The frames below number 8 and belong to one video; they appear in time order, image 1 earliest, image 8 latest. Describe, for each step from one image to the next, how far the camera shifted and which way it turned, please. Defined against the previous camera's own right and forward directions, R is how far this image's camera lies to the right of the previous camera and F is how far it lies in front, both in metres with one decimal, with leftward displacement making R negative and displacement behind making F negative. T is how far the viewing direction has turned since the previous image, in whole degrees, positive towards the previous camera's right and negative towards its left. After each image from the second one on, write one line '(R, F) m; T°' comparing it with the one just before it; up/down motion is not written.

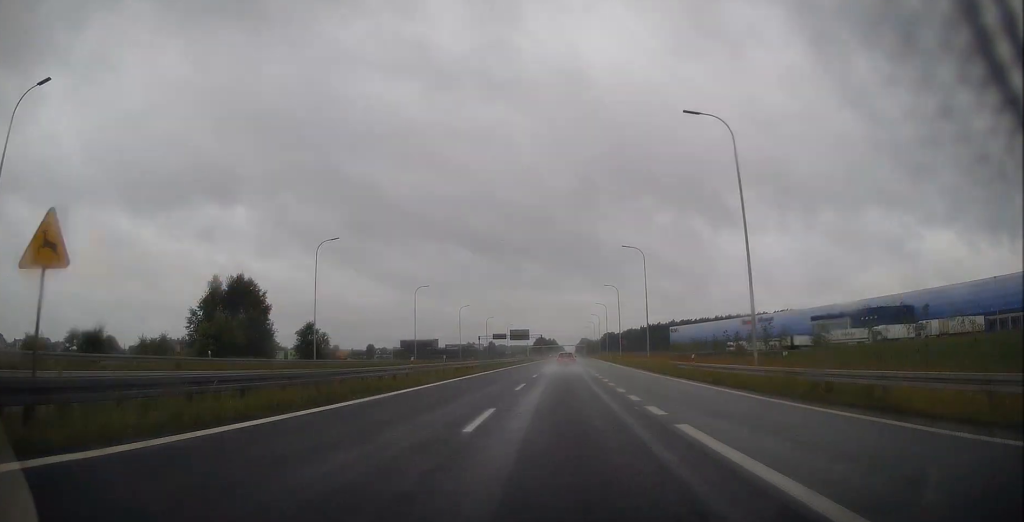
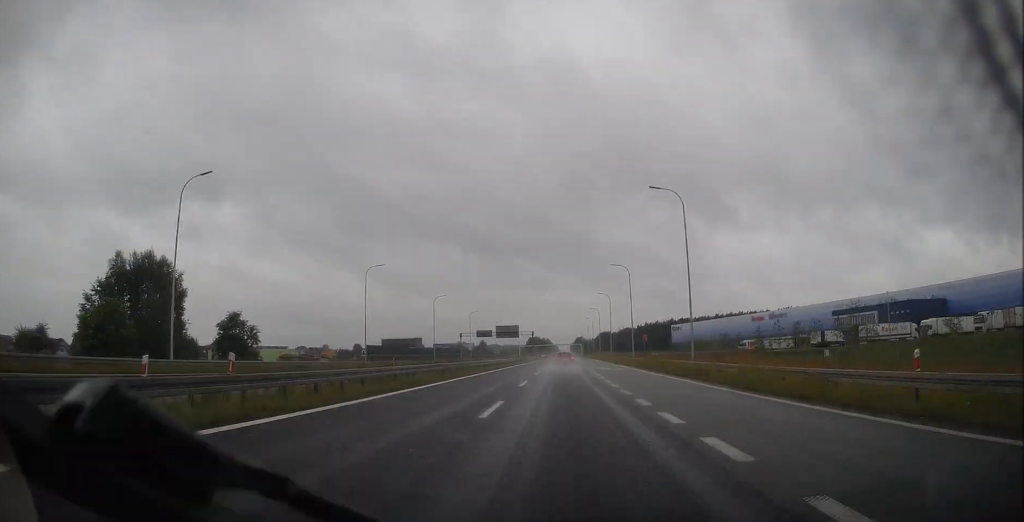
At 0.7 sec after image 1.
(+0.2, +21.9) m; +1°
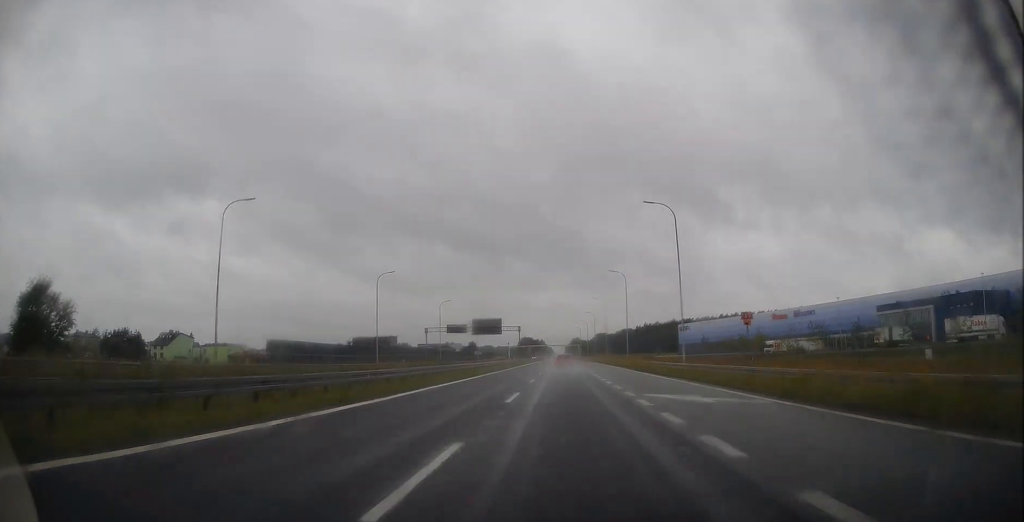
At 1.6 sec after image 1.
(-0.1, +31.8) m; 0°
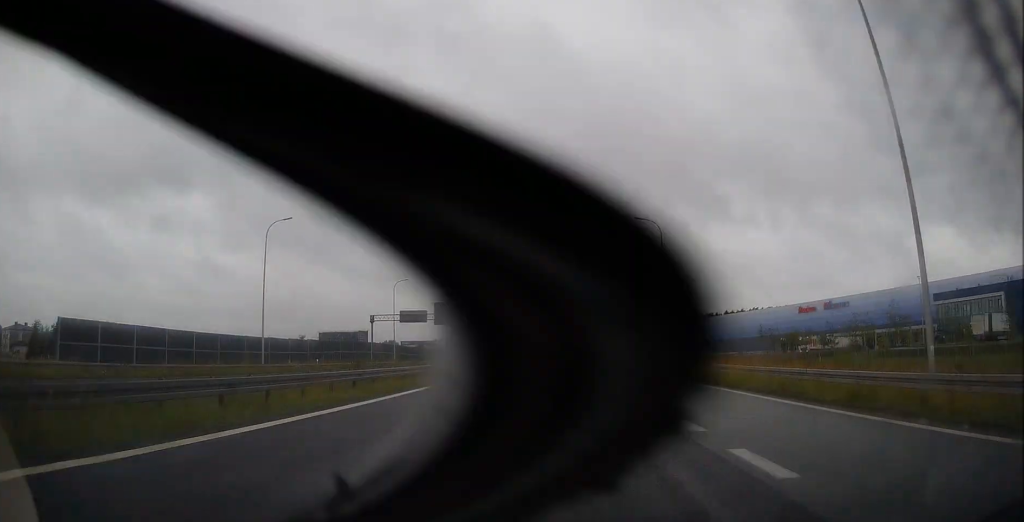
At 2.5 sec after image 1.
(0.0, +29.6) m; +1°
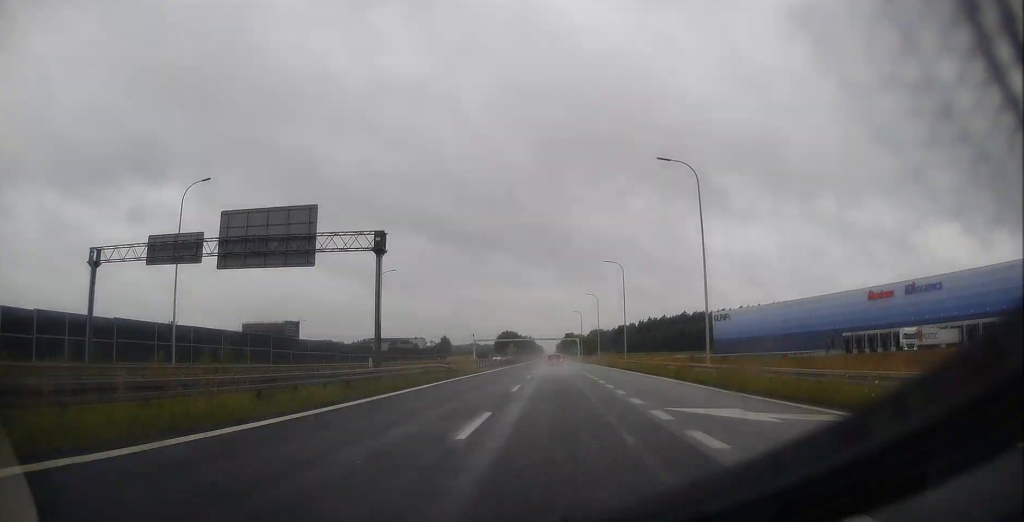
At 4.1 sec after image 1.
(+0.3, +50.3) m; 0°
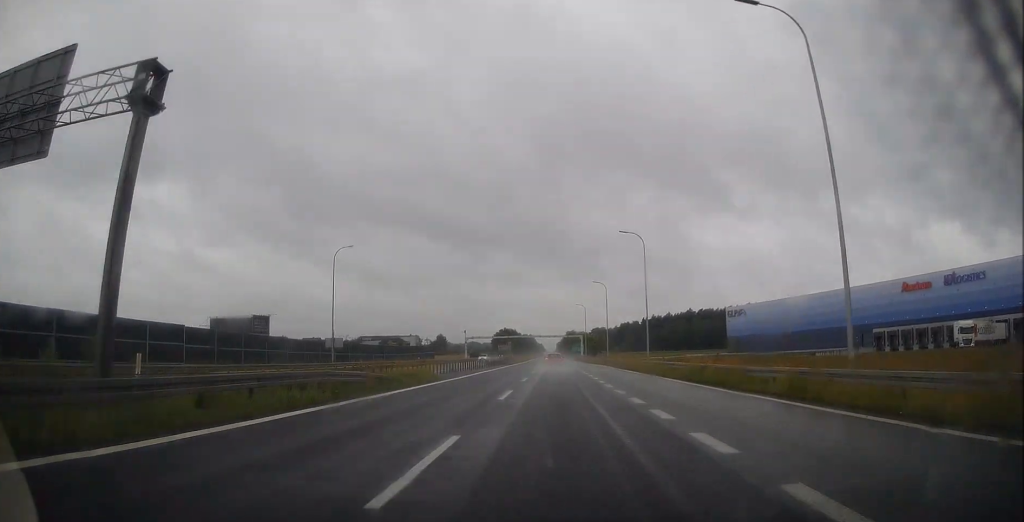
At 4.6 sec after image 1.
(-0.3, +16.4) m; 0°
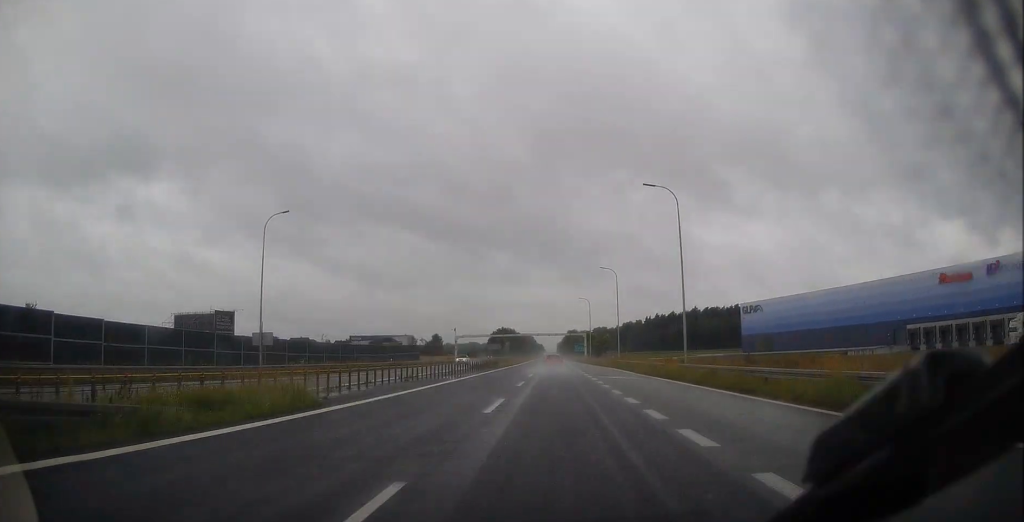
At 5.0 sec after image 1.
(+0.1, +15.3) m; 0°
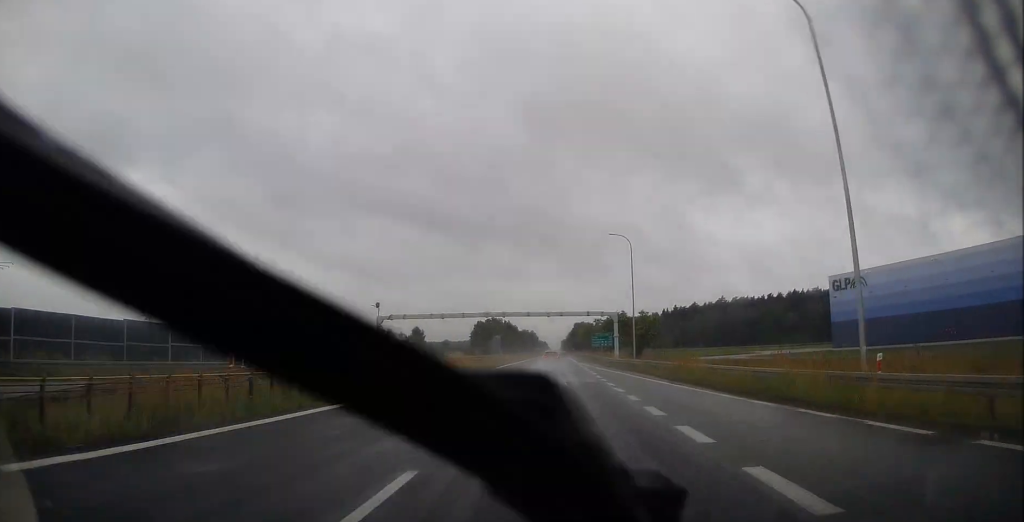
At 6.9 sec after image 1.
(+0.3, +59.9) m; 0°
